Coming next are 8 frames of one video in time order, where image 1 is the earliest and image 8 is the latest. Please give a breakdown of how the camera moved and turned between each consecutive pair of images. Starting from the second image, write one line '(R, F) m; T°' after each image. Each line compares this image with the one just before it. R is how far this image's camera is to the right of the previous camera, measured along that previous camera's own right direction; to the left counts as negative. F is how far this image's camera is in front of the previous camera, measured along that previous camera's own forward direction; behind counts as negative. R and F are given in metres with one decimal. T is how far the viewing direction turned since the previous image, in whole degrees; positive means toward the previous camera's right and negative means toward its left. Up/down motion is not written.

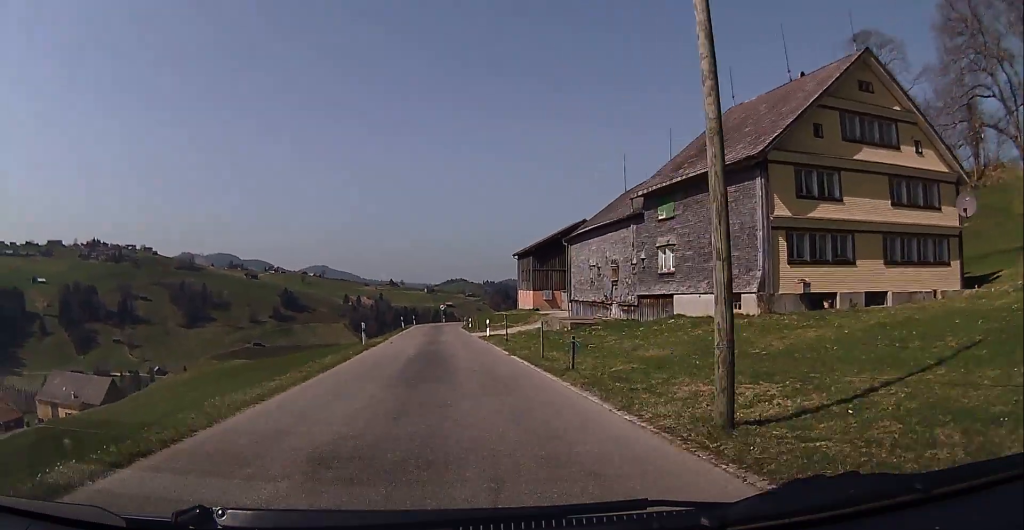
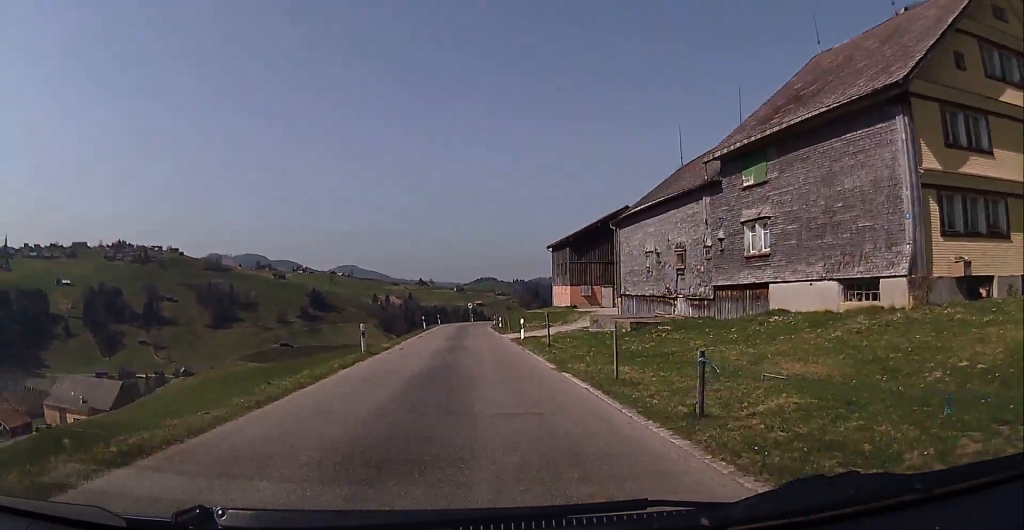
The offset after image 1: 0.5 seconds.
(-0.1, +7.0) m; -1°
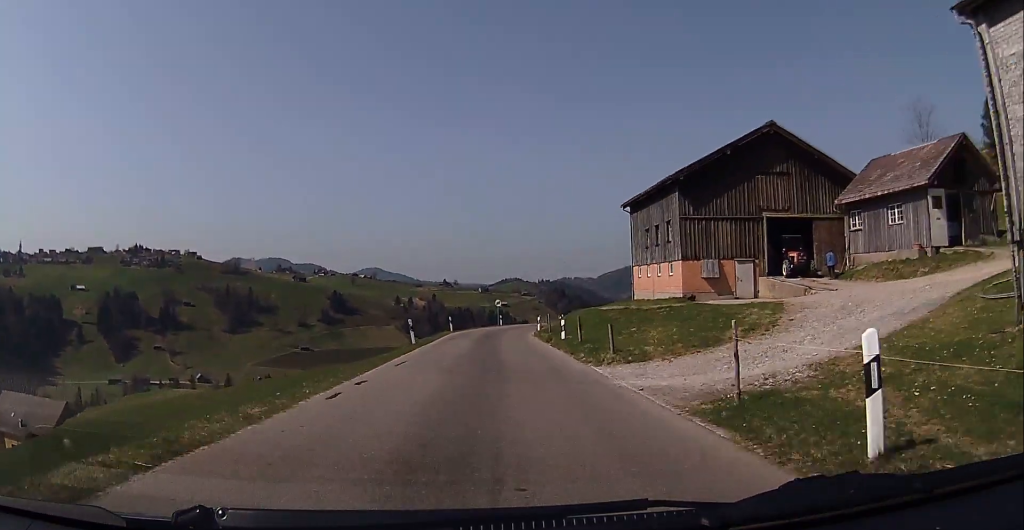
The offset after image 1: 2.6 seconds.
(-1.8, +28.2) m; -5°
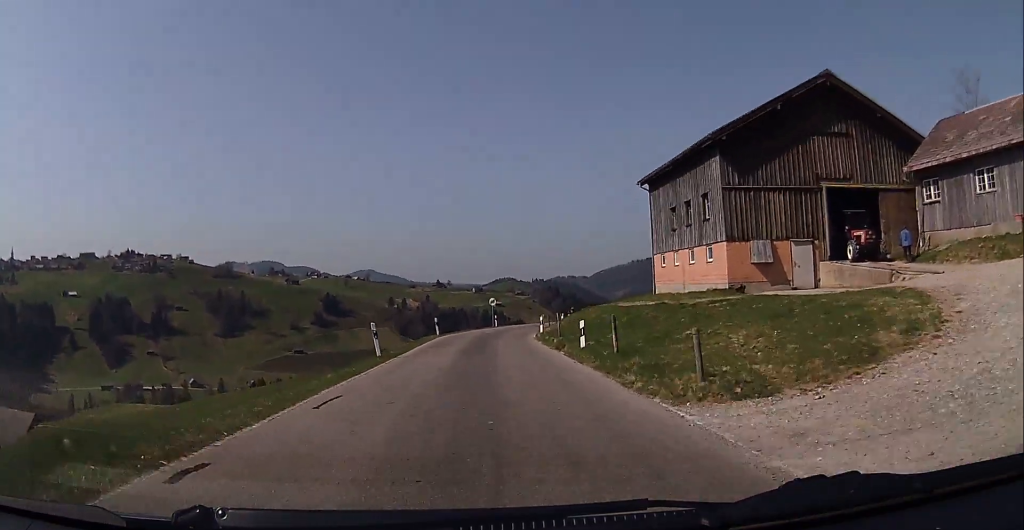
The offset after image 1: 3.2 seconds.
(+0.1, +7.9) m; 0°
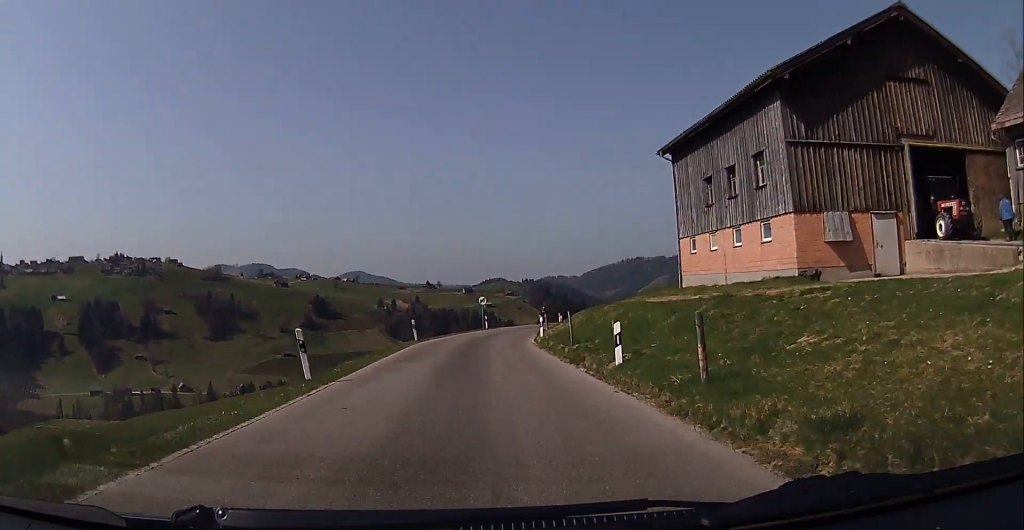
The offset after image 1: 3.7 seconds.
(+0.2, +7.4) m; 0°
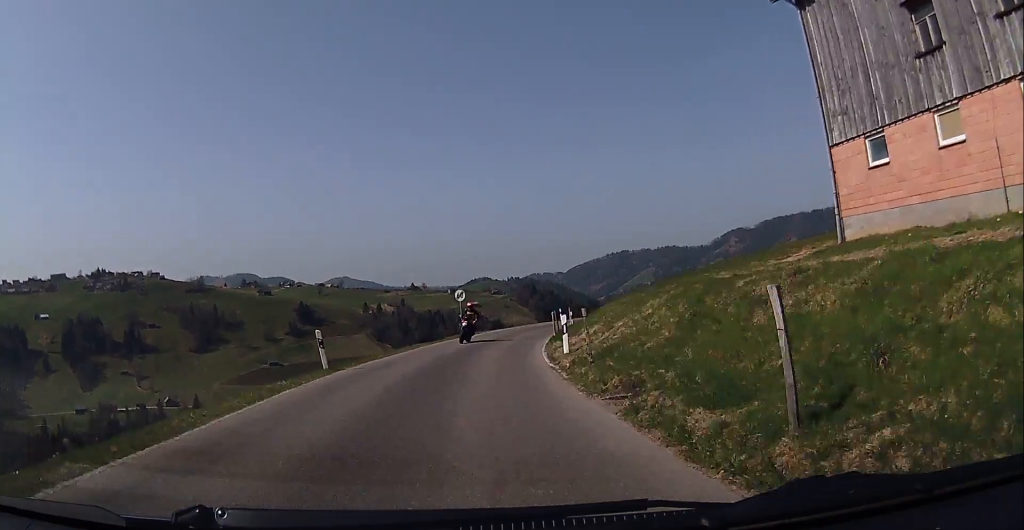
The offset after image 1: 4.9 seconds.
(-0.5, +16.1) m; 0°
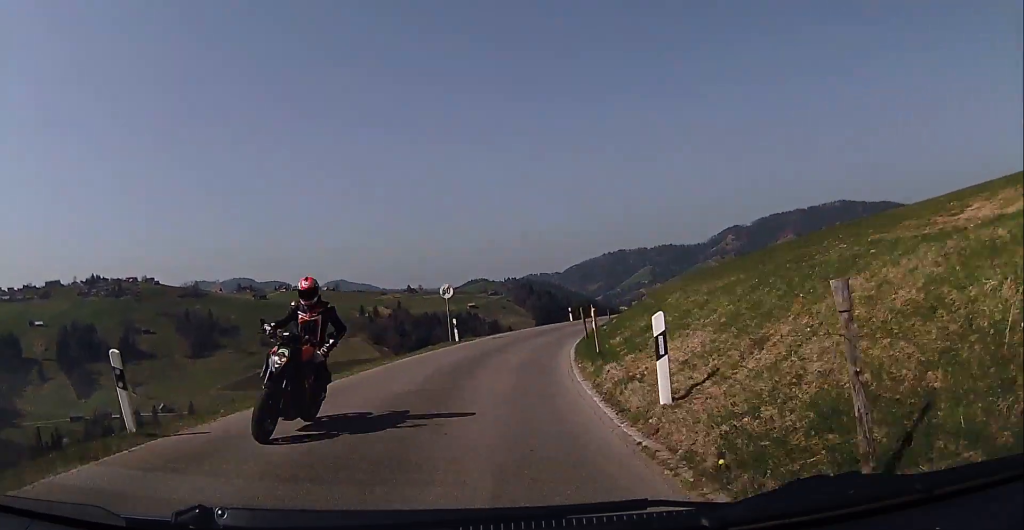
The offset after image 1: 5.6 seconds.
(+0.2, +9.6) m; +1°
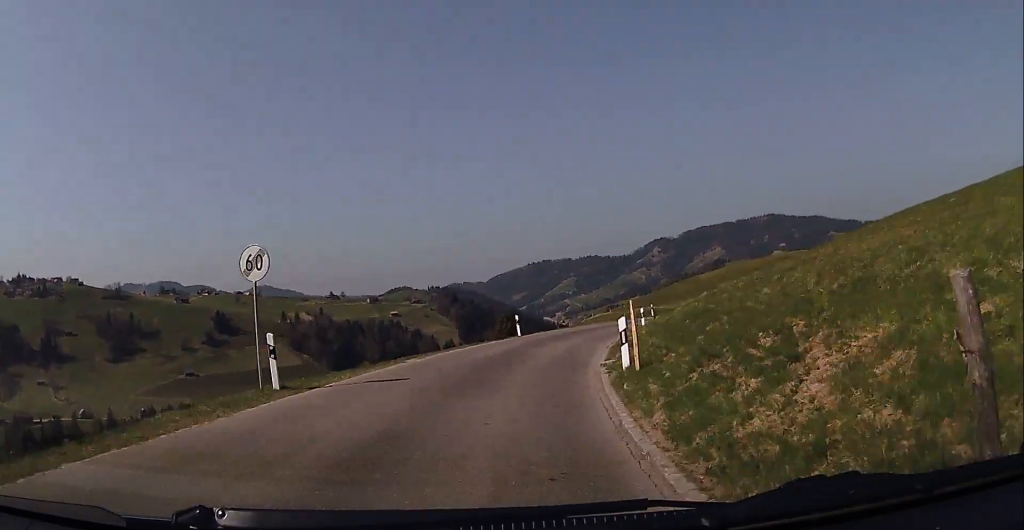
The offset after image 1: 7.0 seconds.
(+0.2, +17.9) m; +2°
